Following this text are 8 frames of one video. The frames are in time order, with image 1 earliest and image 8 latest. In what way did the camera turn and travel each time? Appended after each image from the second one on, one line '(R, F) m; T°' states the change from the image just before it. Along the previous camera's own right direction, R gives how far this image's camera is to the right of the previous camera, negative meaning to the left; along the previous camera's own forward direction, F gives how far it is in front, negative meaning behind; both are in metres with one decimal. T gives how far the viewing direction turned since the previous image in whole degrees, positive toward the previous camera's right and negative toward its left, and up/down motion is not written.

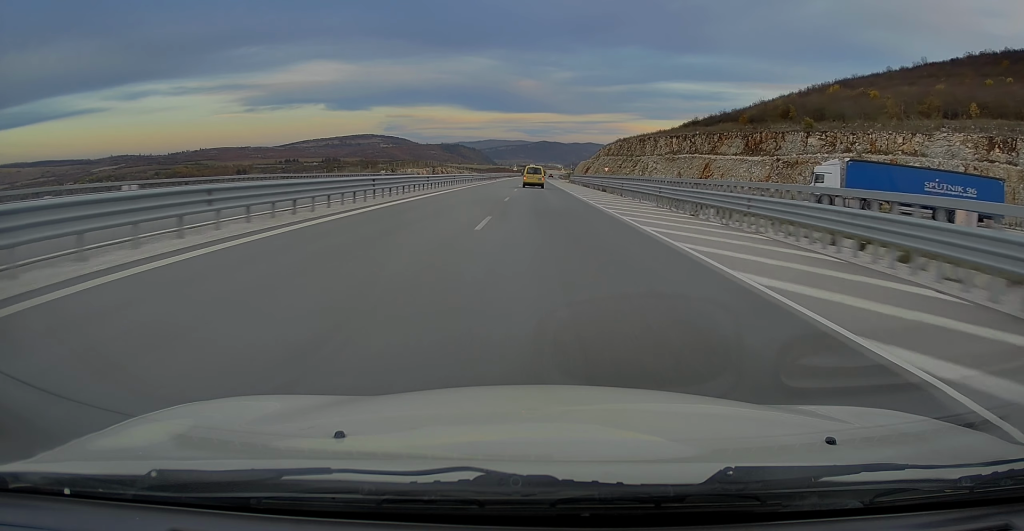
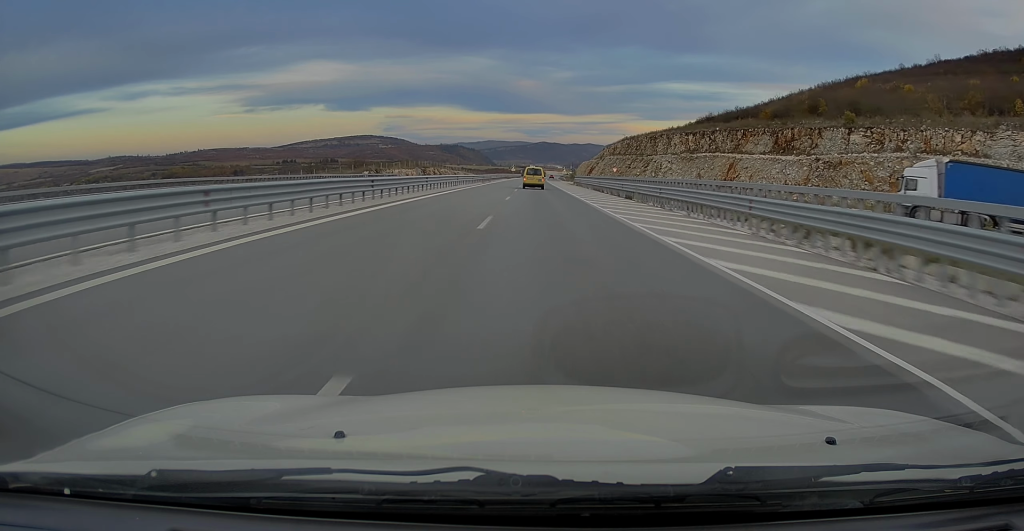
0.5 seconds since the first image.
(-0.1, +13.5) m; 0°
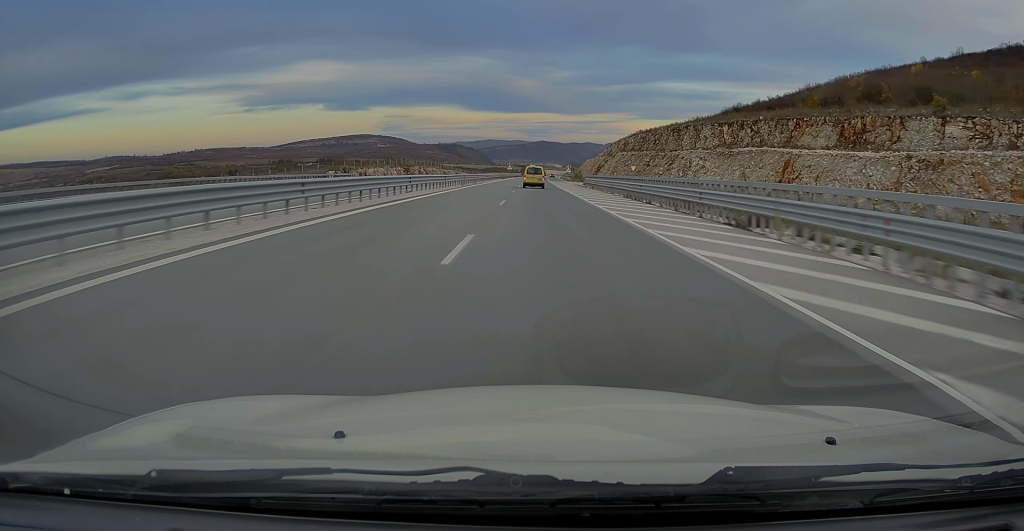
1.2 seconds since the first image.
(0.0, +21.2) m; +1°
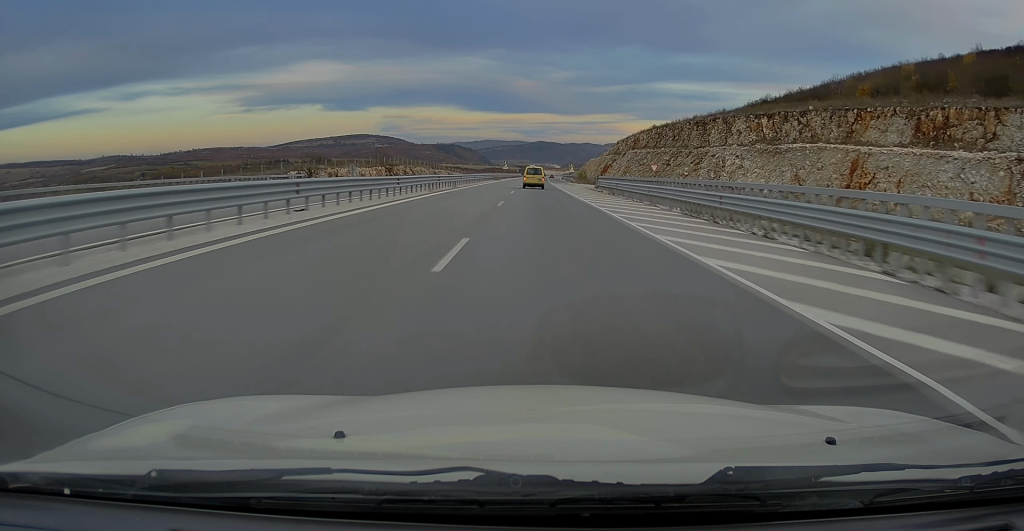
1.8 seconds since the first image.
(+0.2, +16.3) m; 0°
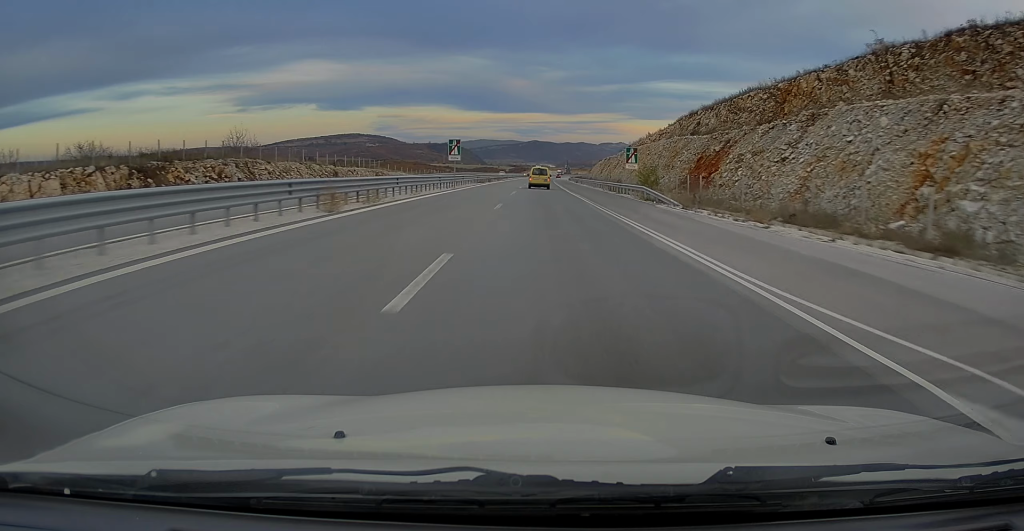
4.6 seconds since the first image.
(+0.6, +80.6) m; 0°
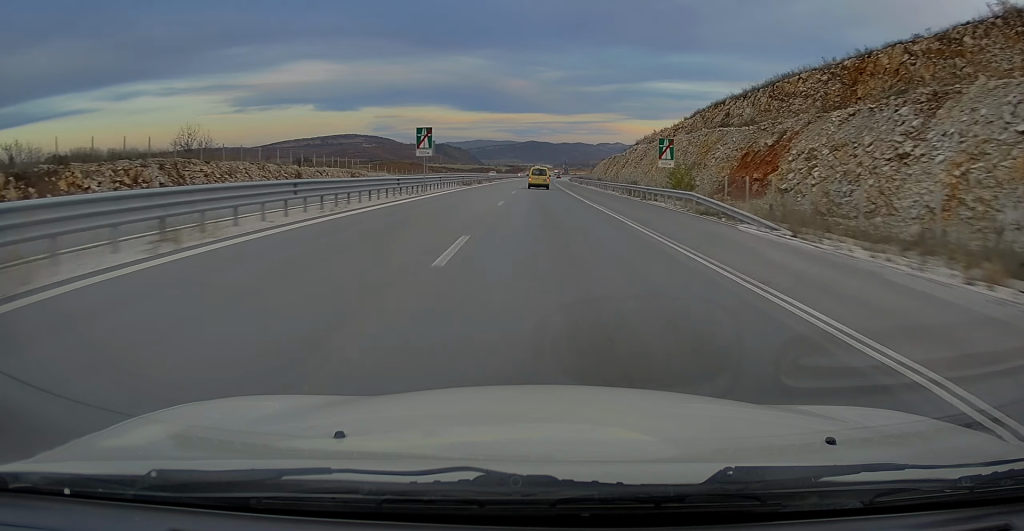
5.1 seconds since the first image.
(0.0, +12.9) m; 0°
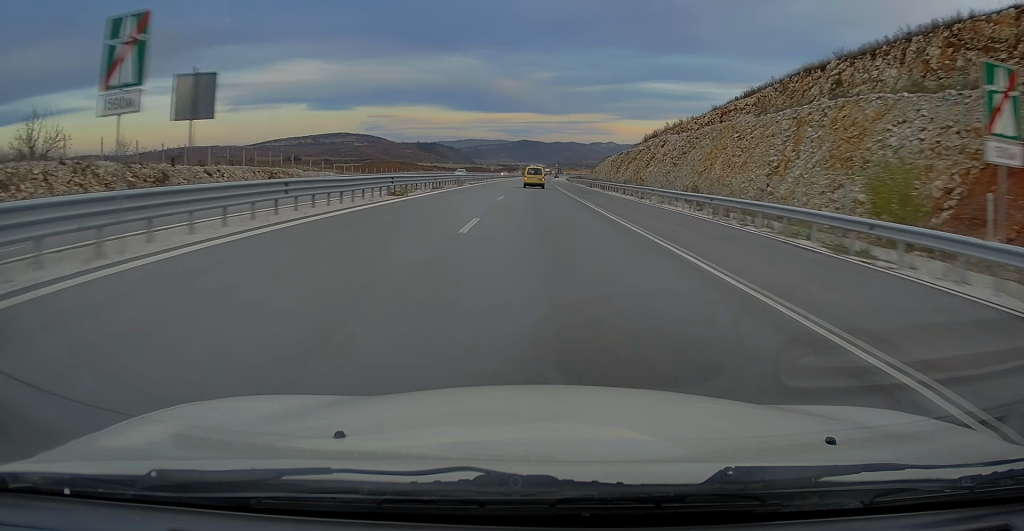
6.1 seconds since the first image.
(0.0, +26.4) m; 0°
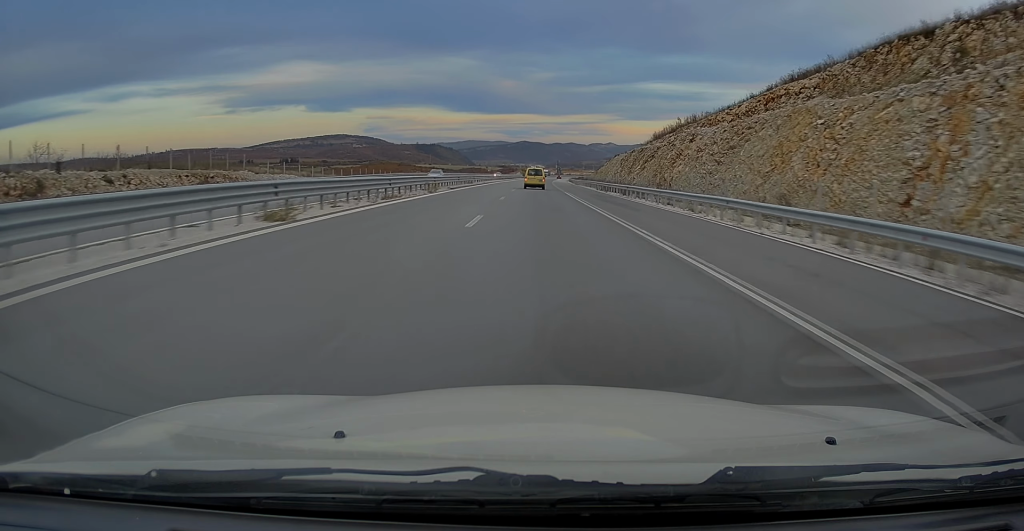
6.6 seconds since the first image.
(0.0, +13.5) m; 0°
